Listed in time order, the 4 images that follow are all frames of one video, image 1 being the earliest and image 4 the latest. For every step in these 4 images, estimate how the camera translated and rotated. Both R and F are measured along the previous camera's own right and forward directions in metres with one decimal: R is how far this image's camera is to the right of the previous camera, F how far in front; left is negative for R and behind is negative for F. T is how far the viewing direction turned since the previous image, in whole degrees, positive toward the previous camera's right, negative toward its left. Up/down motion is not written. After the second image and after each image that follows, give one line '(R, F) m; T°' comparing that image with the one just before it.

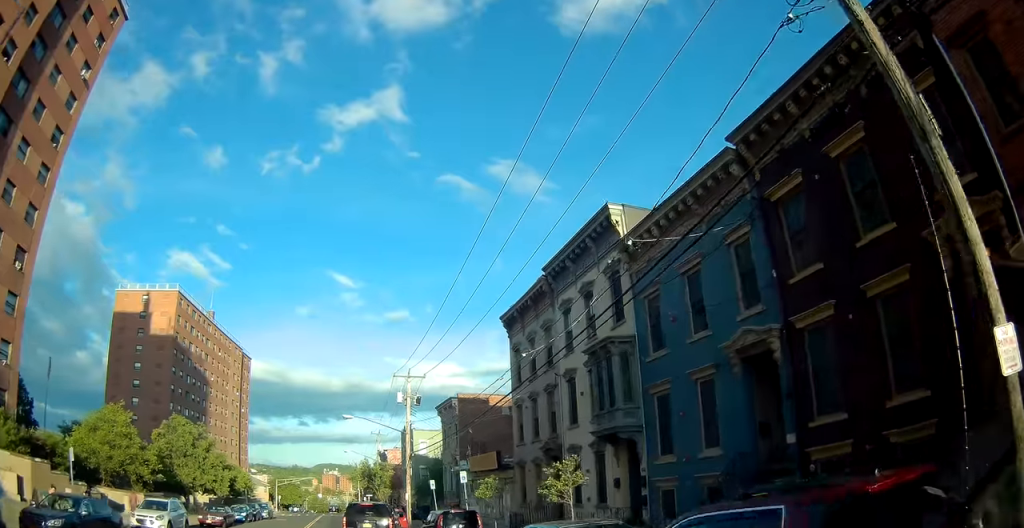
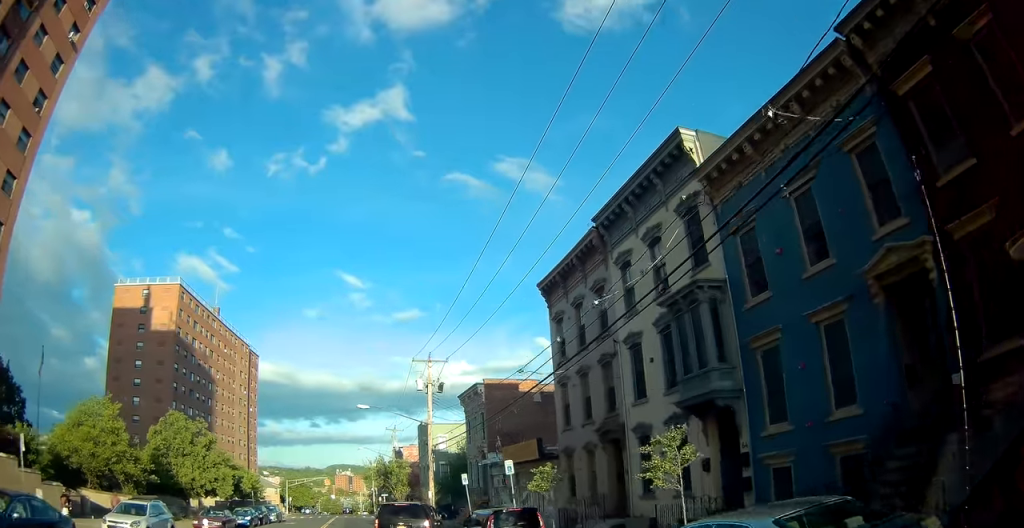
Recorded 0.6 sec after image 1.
(0.0, +4.6) m; 0°
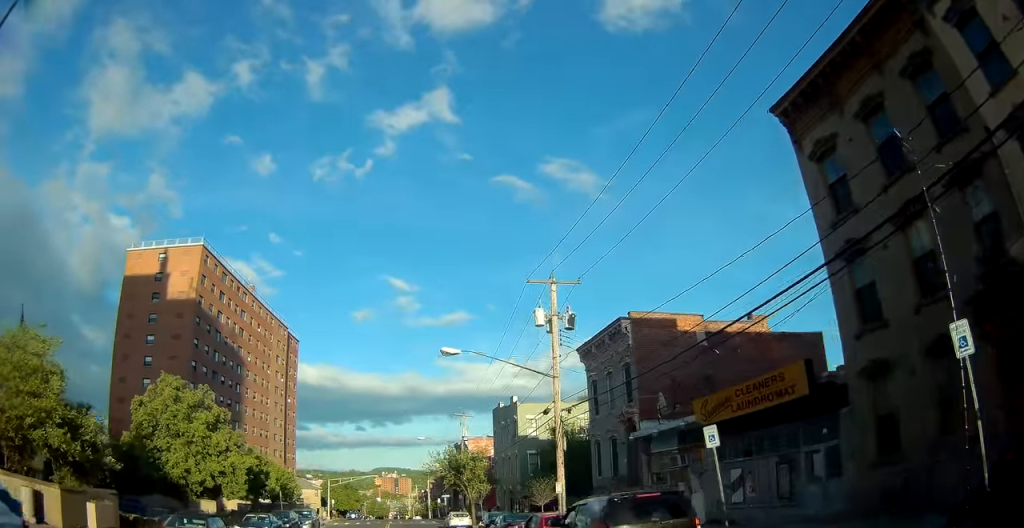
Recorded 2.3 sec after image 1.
(-0.4, +14.8) m; -3°
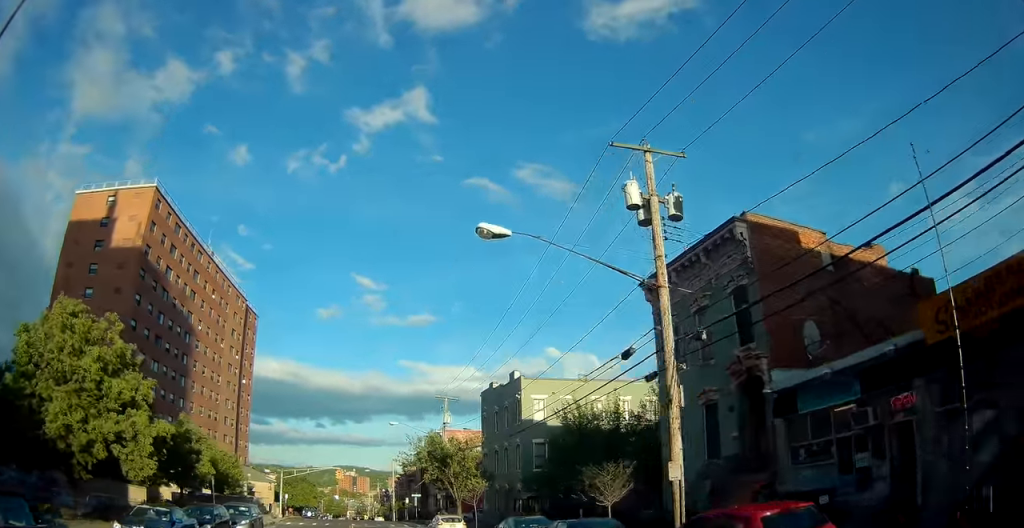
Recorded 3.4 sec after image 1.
(0.0, +11.0) m; +2°
